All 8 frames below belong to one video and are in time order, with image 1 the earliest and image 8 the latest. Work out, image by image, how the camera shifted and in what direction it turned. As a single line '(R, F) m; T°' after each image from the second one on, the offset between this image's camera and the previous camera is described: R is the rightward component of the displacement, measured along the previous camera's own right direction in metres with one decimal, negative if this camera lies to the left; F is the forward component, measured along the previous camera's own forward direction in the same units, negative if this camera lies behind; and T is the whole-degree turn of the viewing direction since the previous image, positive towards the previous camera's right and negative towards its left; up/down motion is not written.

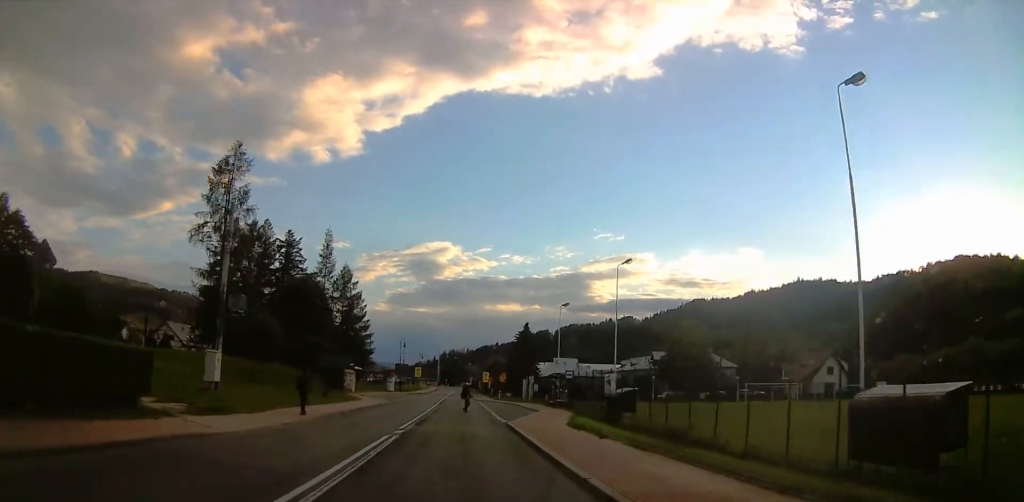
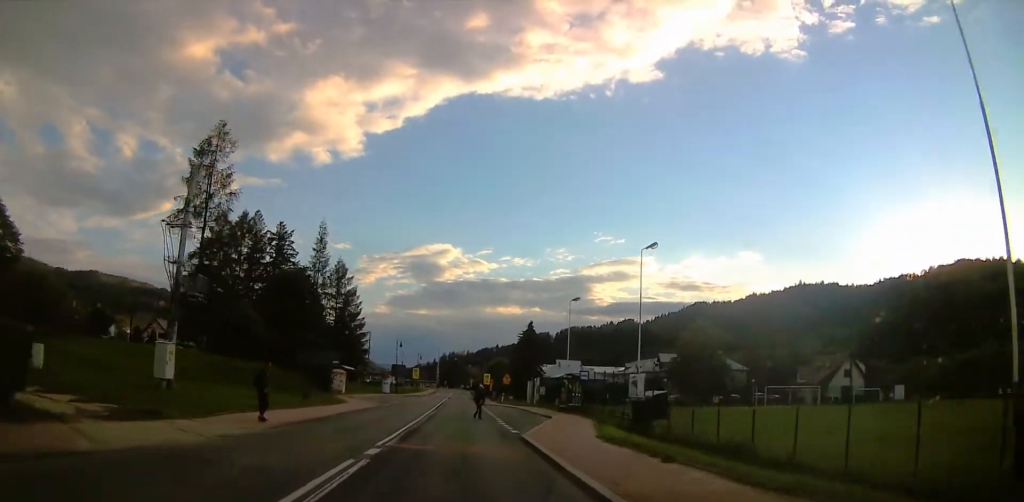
(+0.3, +5.1) m; +2°
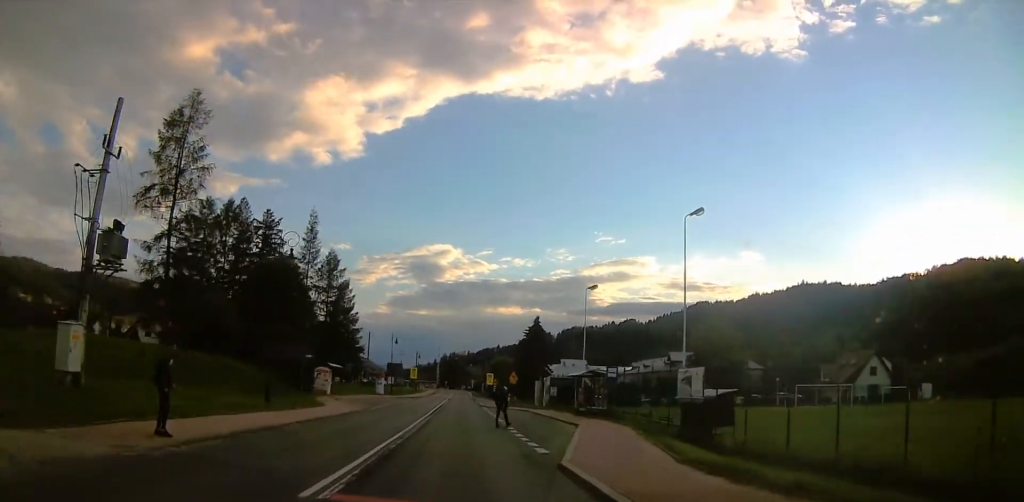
(+0.2, +6.8) m; +1°
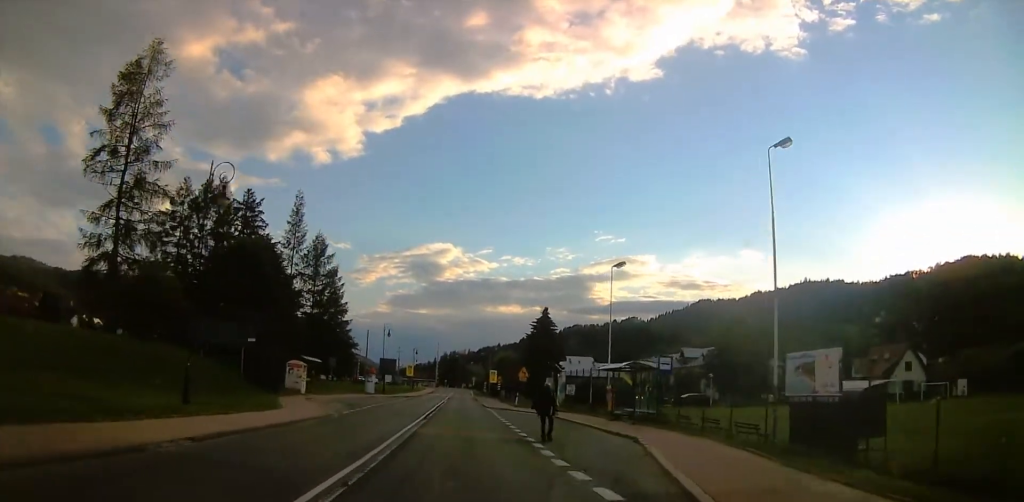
(0.0, +8.6) m; -2°
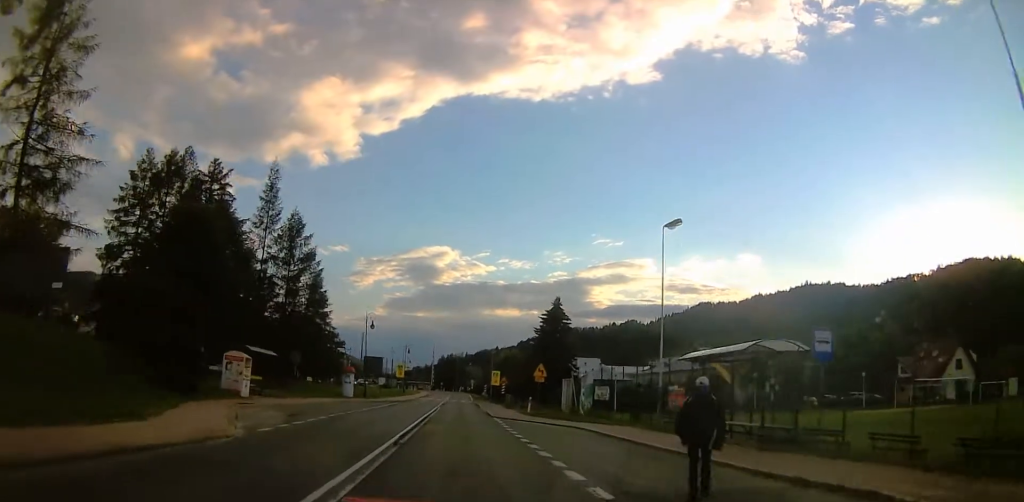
(-0.6, +11.4) m; -6°
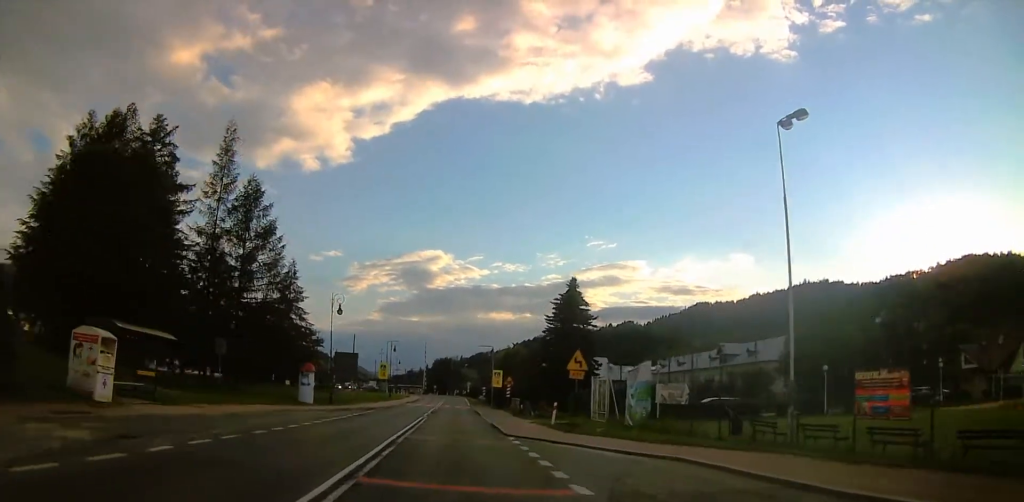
(-0.1, +13.0) m; +4°
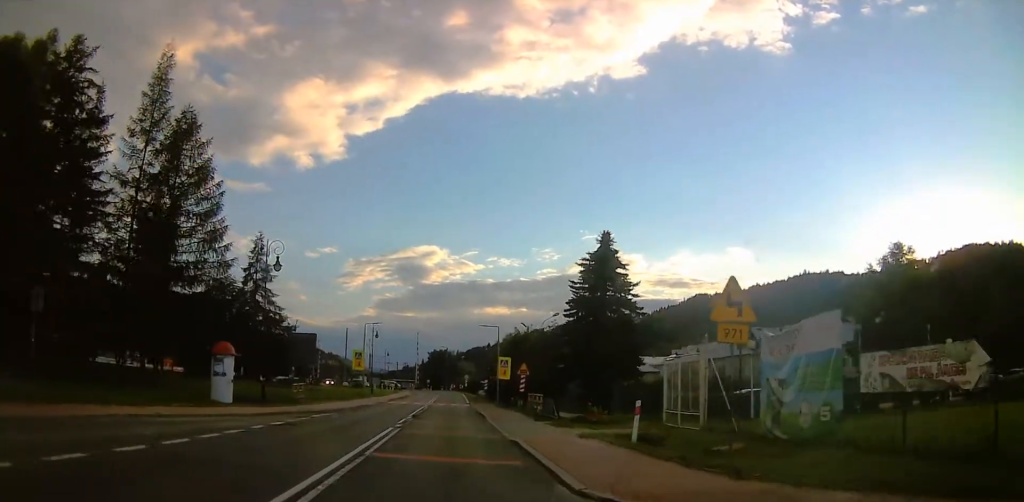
(+0.8, +14.0) m; +3°
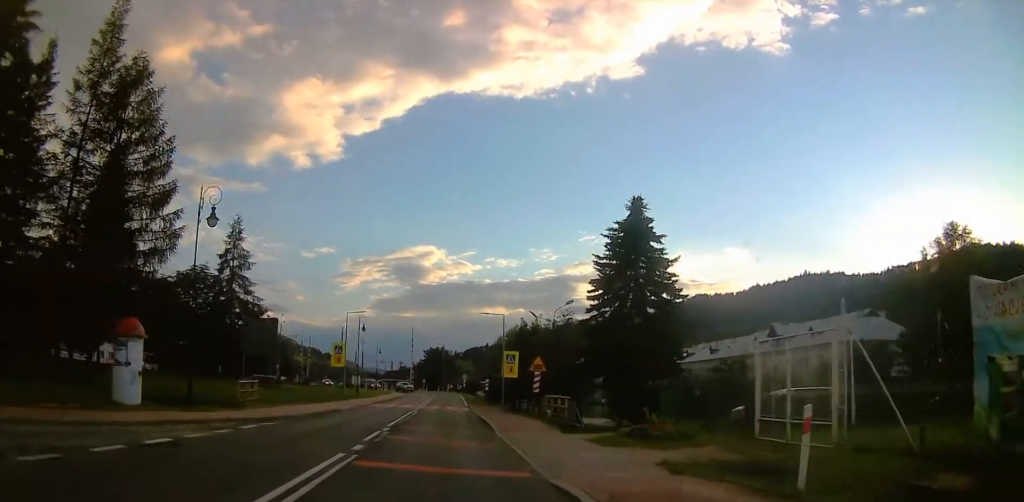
(0.0, +8.1) m; -2°
